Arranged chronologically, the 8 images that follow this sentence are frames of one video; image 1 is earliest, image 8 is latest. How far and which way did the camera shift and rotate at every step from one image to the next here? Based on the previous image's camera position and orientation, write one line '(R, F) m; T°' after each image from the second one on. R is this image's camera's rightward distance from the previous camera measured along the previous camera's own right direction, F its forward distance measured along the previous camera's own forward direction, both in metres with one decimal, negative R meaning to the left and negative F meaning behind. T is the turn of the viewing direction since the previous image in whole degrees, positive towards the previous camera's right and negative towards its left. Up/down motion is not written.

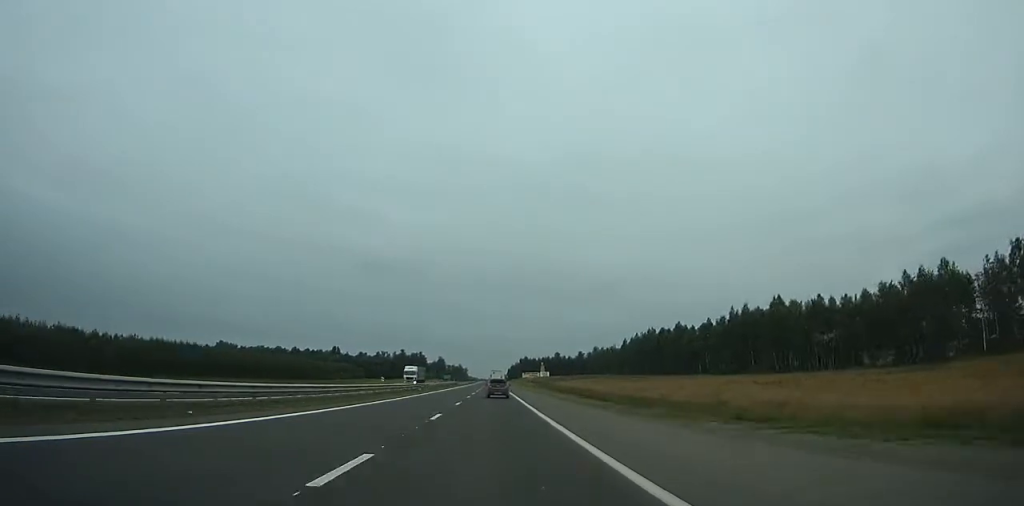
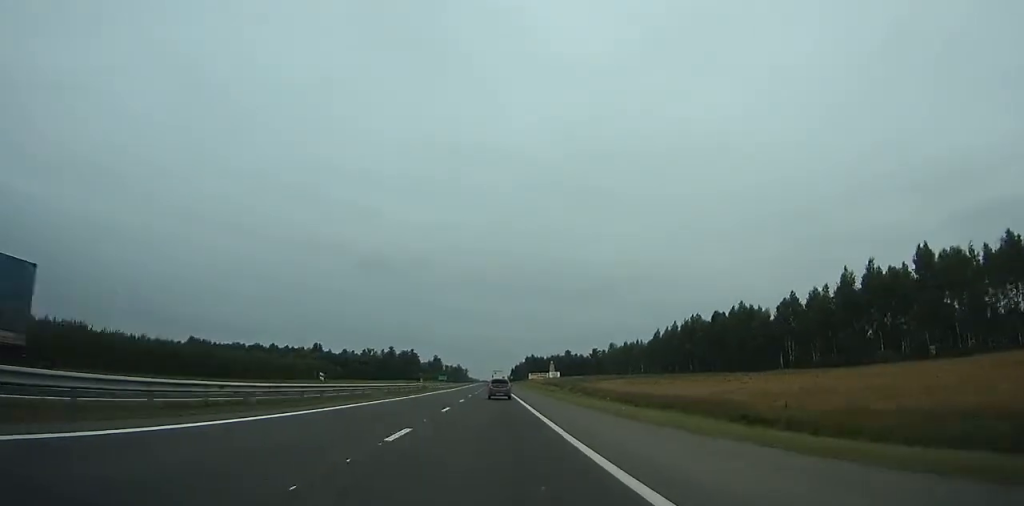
(0.0, +53.6) m; 0°
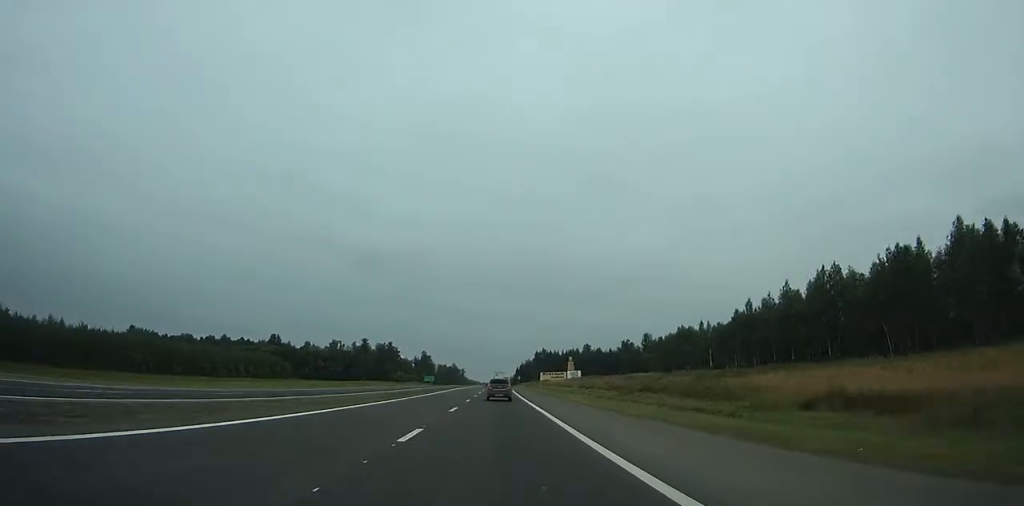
(-0.3, +84.9) m; 0°
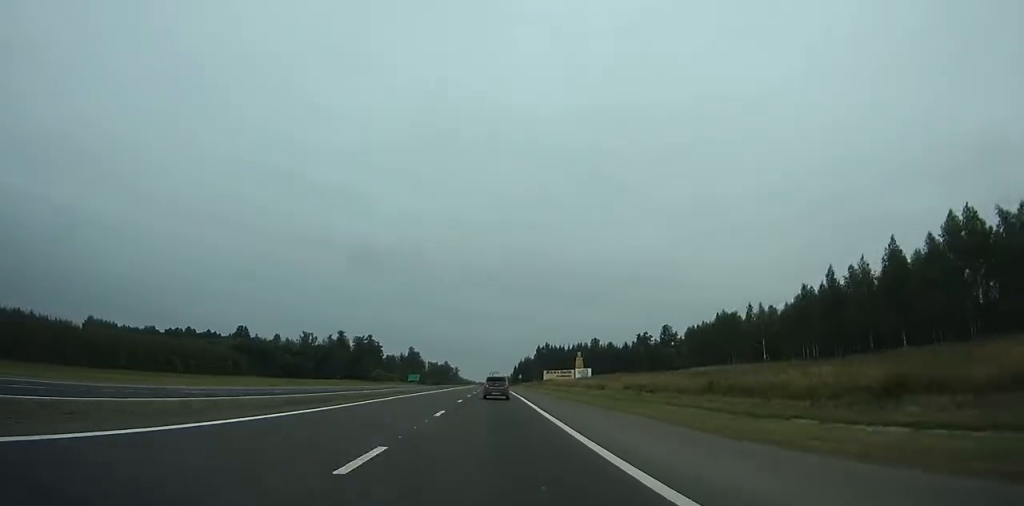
(+0.1, +39.9) m; 0°
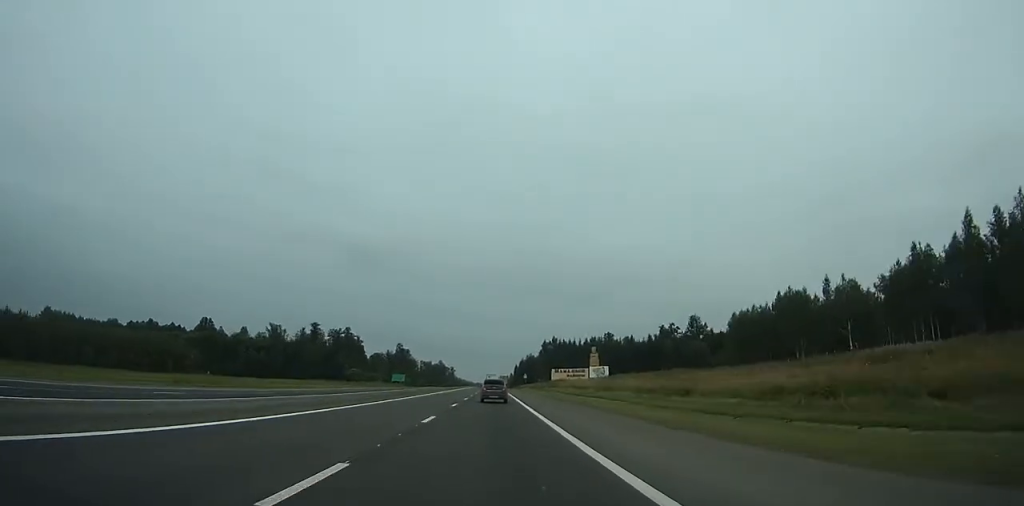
(+0.1, +37.6) m; 0°
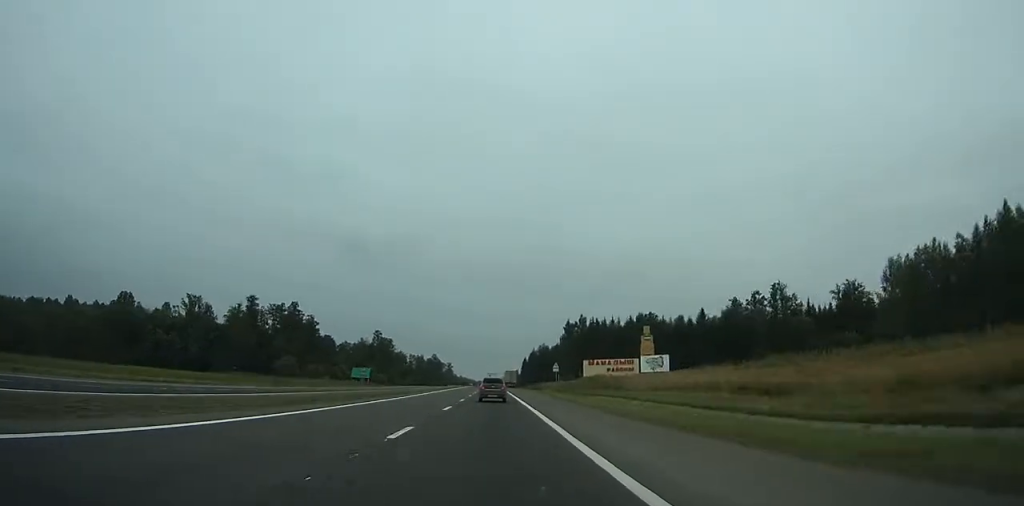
(+0.2, +64.2) m; 0°
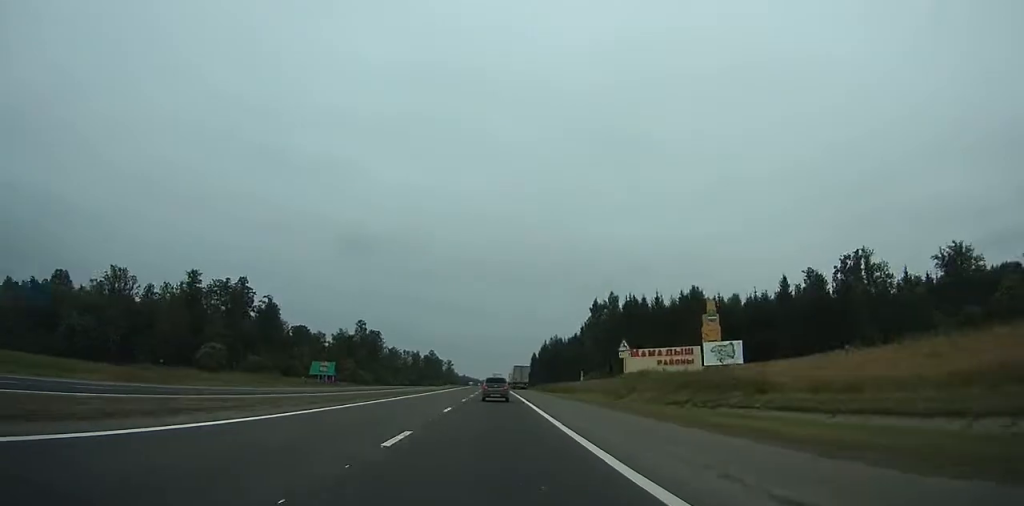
(-0.2, +37.3) m; 0°
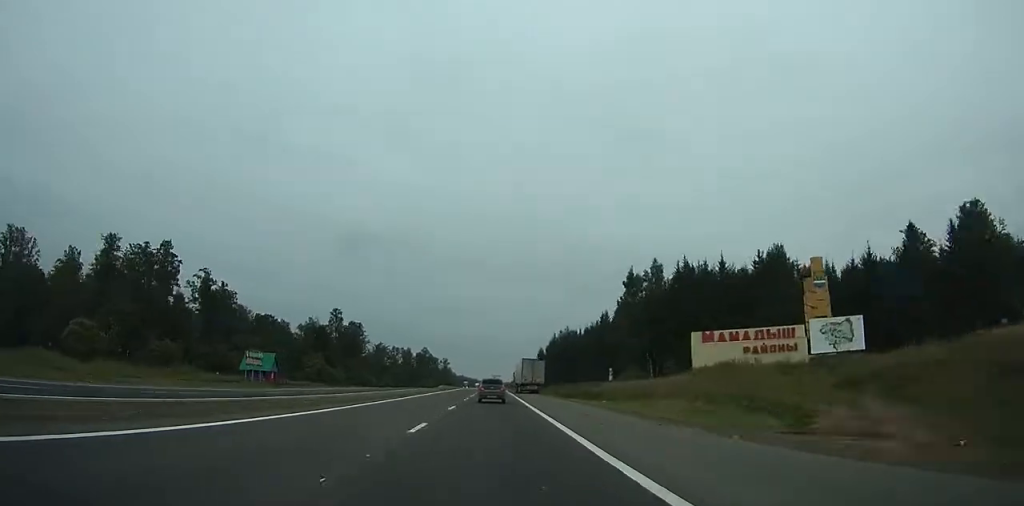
(-0.1, +33.2) m; 0°
